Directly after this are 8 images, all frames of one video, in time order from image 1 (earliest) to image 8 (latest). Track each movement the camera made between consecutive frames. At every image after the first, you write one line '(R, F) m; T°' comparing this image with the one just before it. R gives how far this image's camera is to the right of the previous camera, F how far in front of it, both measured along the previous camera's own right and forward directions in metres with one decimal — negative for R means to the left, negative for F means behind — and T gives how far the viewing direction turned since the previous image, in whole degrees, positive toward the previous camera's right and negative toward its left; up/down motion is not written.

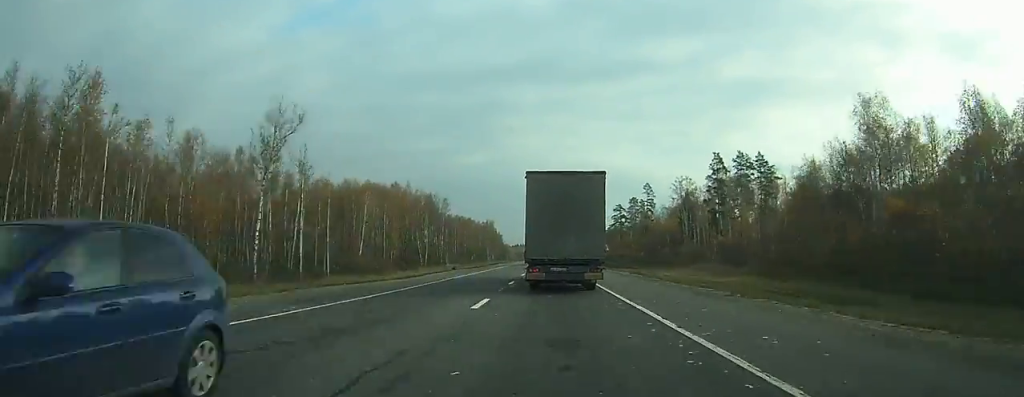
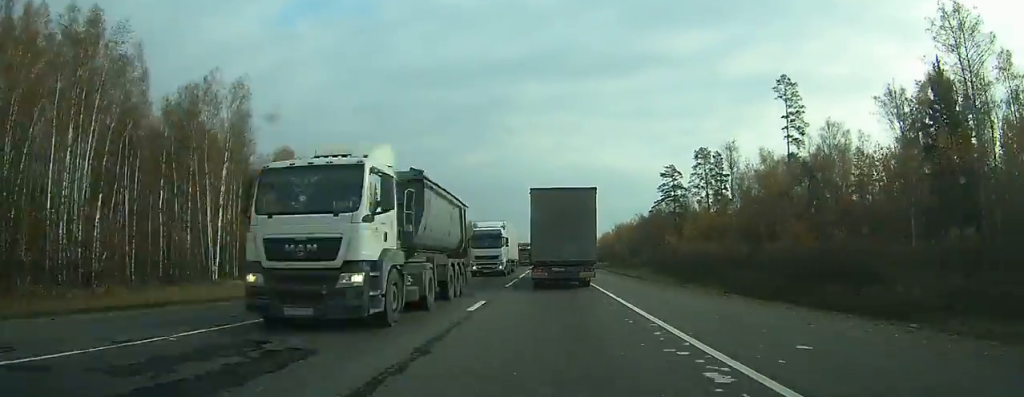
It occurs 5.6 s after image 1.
(+0.7, +116.9) m; 0°
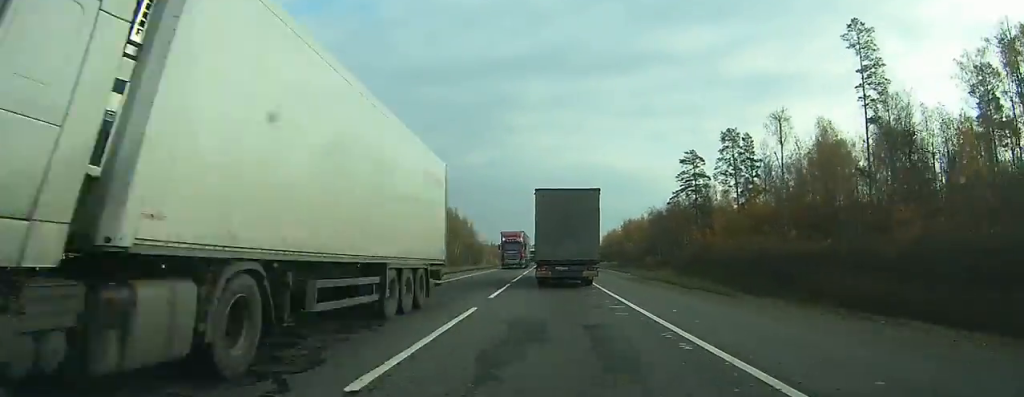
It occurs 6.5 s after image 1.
(0.0, +19.1) m; 0°
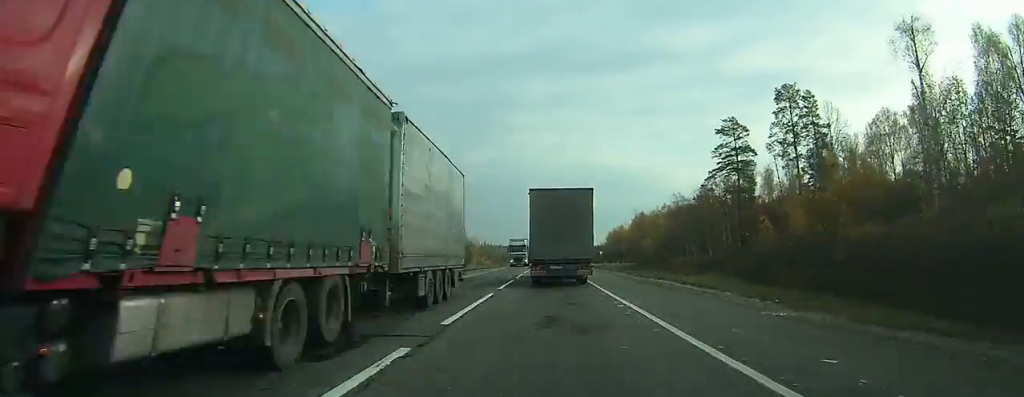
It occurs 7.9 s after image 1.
(-0.1, +31.0) m; 0°
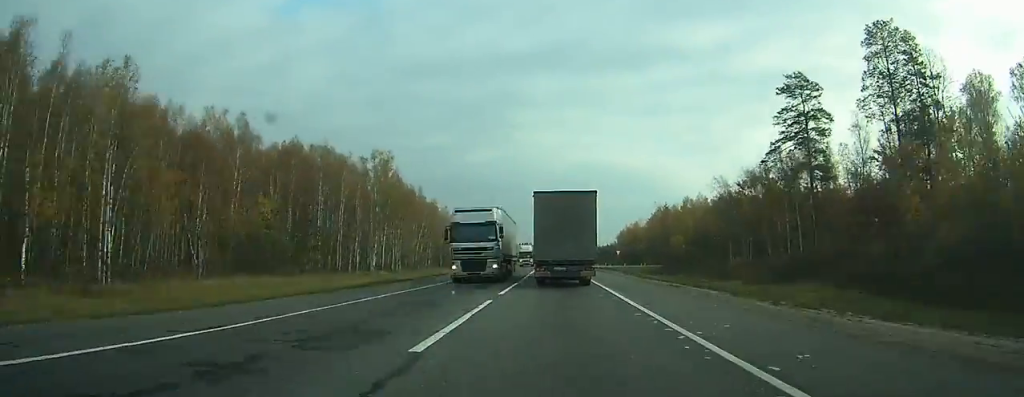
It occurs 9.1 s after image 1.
(0.0, +27.3) m; 0°
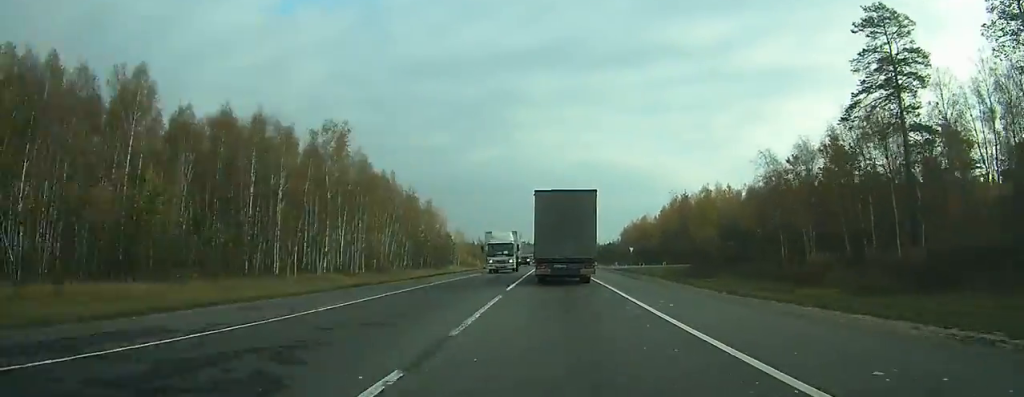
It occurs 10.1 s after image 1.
(+0.1, +23.4) m; 0°
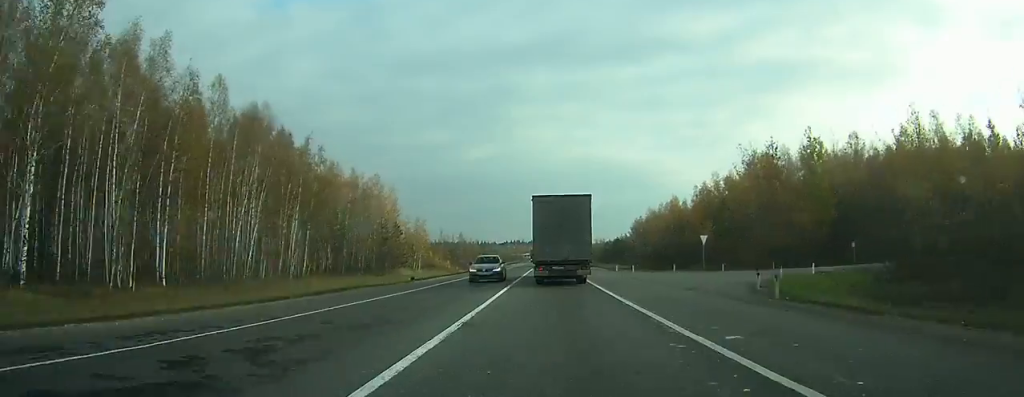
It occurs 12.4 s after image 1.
(+0.1, +51.6) m; 0°
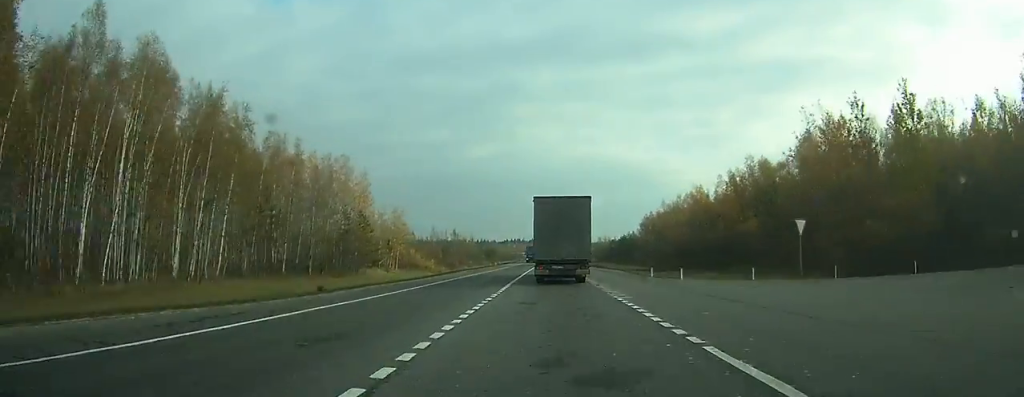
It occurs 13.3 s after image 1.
(0.0, +21.9) m; 0°
